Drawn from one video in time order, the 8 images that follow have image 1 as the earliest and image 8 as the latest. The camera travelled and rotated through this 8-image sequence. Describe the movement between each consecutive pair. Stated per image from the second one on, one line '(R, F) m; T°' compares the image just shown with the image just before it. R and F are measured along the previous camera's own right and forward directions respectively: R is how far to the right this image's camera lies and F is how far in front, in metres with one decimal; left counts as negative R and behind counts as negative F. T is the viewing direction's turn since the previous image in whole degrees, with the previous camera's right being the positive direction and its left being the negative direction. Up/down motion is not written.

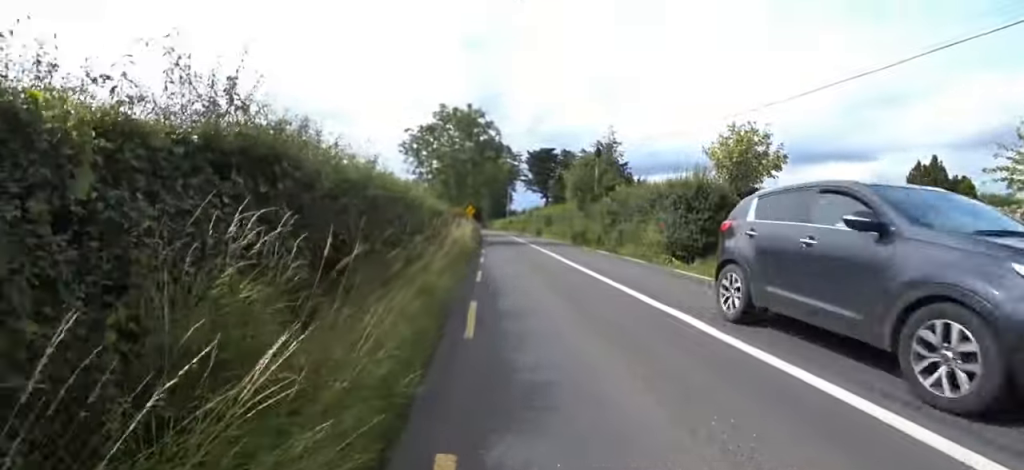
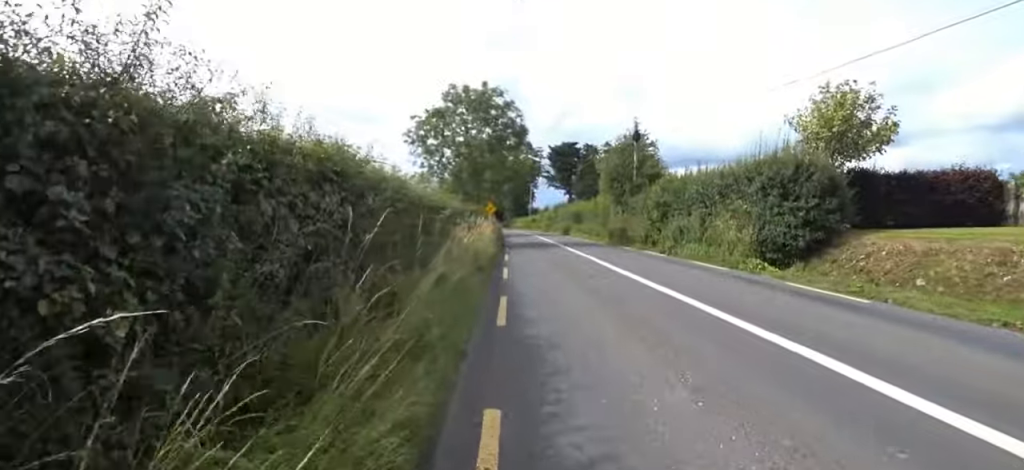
(-0.6, +4.2) m; -2°
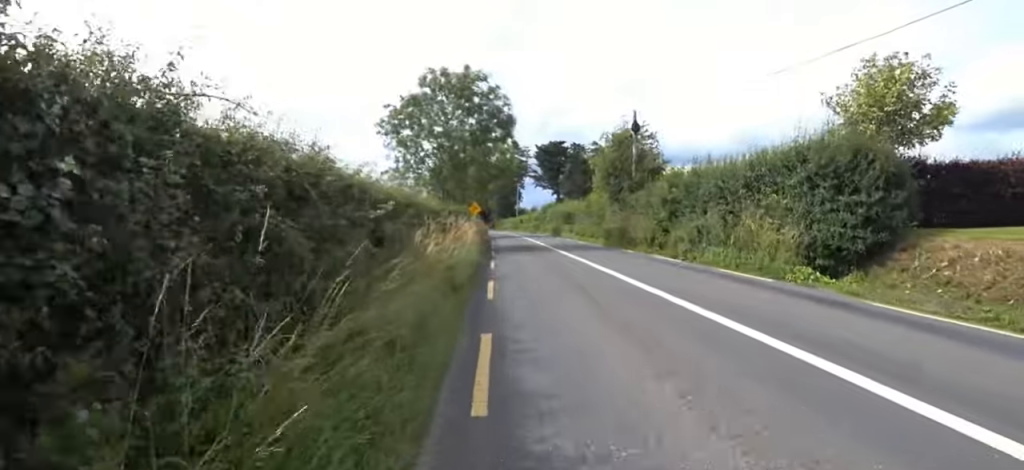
(+0.2, +2.5) m; 0°
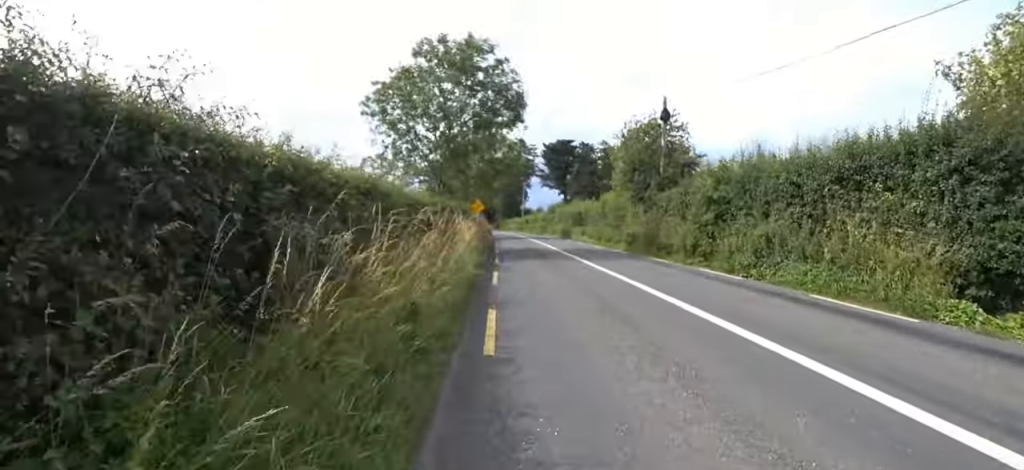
(+0.2, +3.2) m; 0°
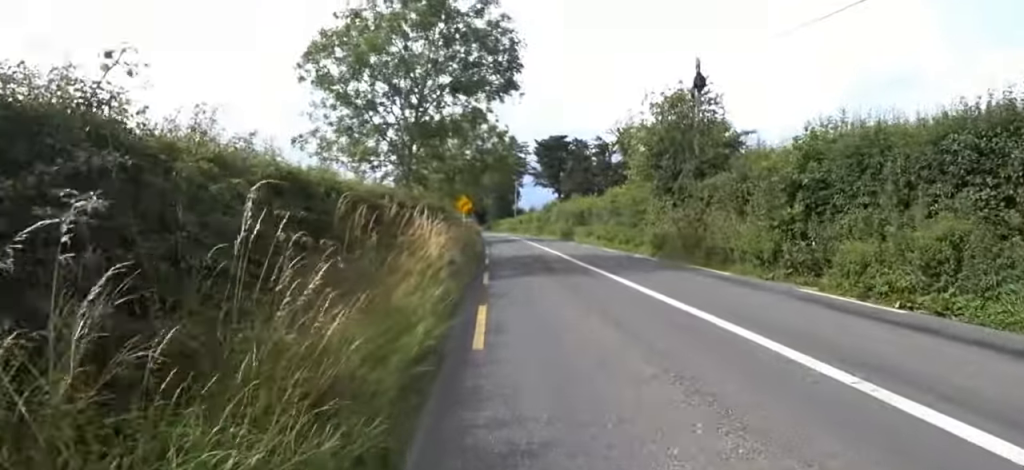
(-0.3, +4.5) m; 0°
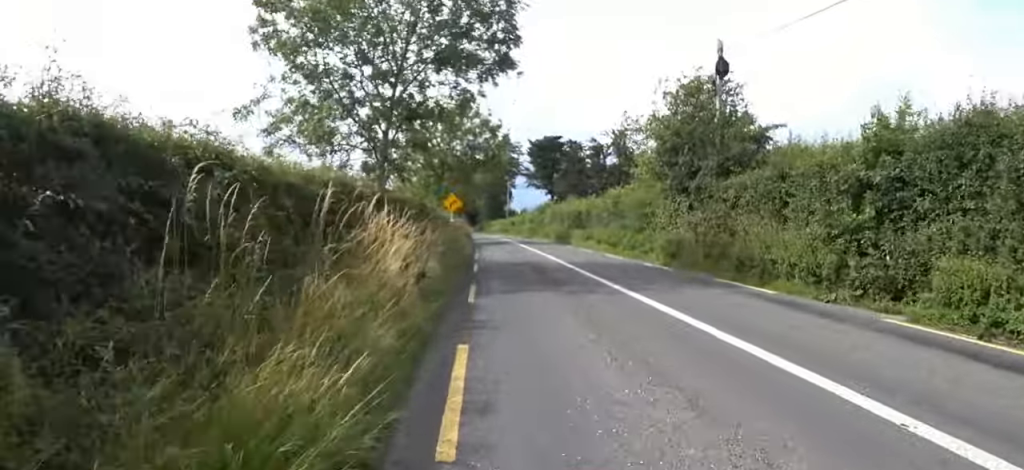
(+0.3, +2.0) m; 0°
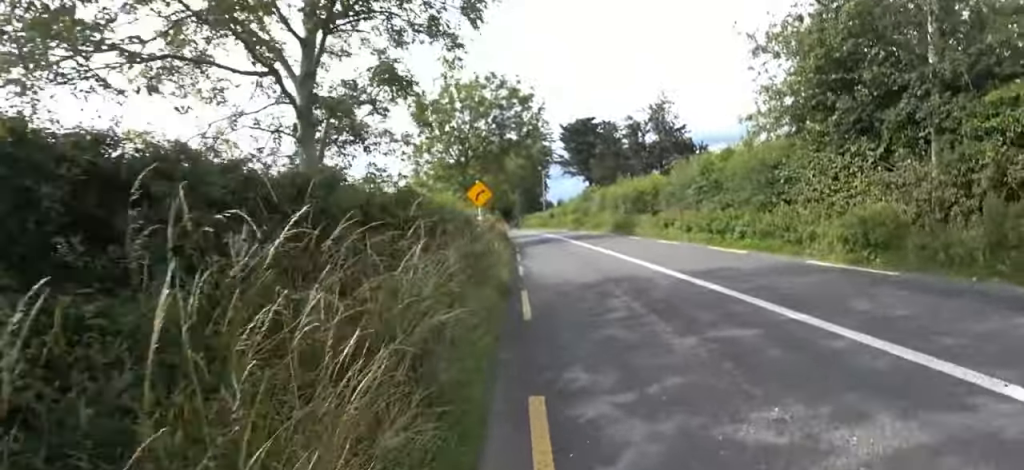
(-0.4, +5.8) m; +2°
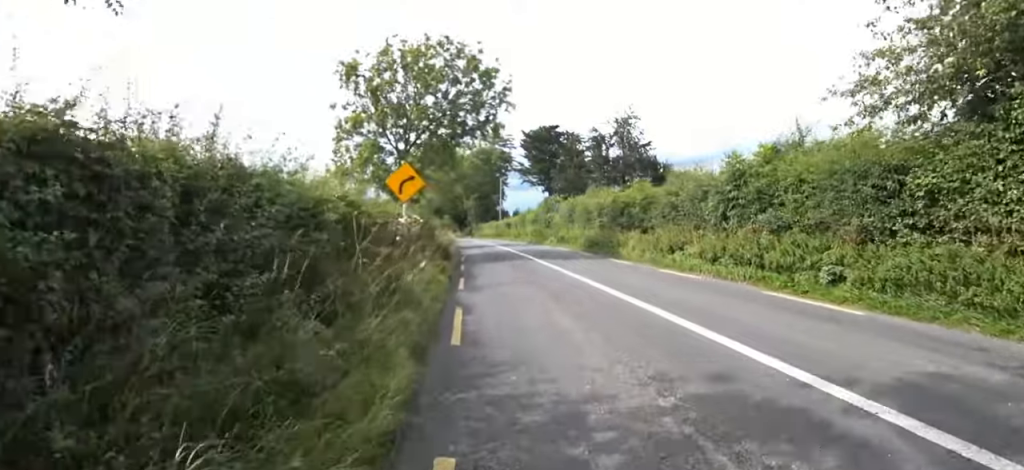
(+0.7, +5.1) m; +9°
